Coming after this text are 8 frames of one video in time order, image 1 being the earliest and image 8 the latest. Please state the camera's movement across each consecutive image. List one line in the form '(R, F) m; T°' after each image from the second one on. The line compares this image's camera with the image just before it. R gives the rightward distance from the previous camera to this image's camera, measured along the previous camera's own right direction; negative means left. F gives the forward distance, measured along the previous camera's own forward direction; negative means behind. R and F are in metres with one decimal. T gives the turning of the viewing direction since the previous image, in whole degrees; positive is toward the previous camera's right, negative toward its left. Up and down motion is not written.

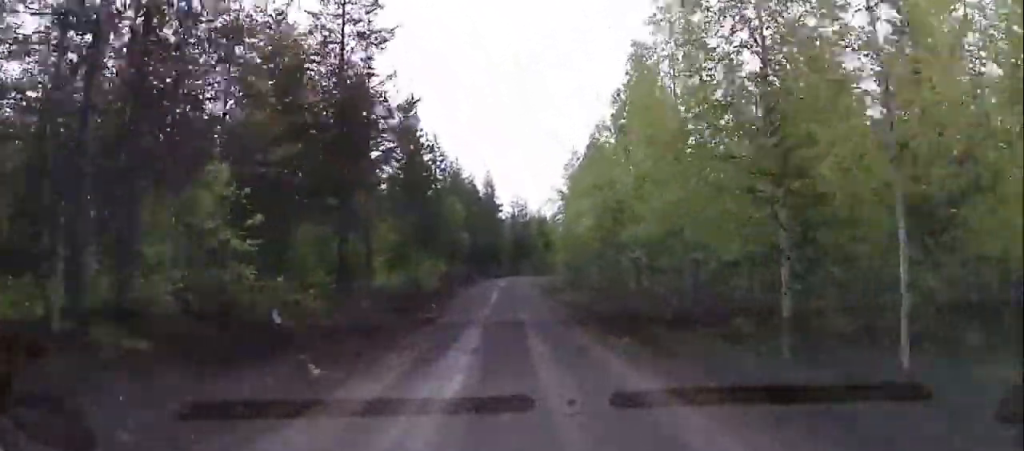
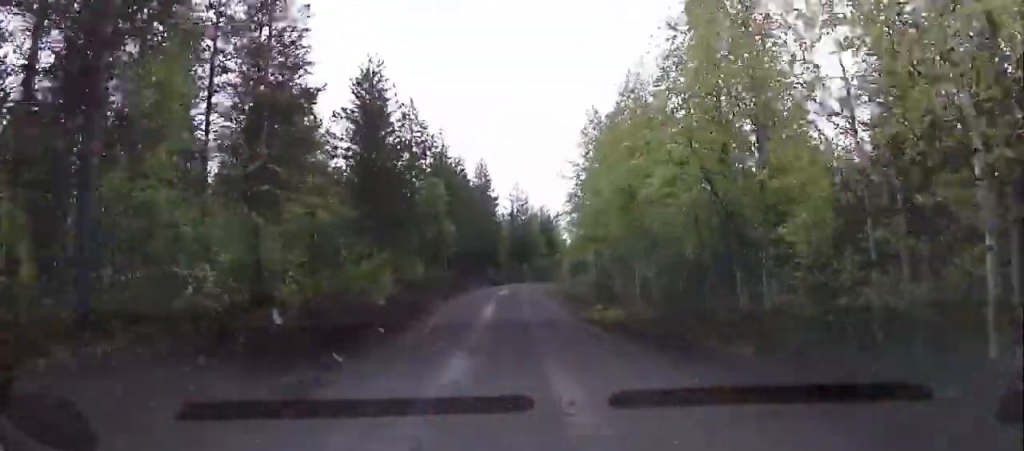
(-0.8, +16.8) m; -5°
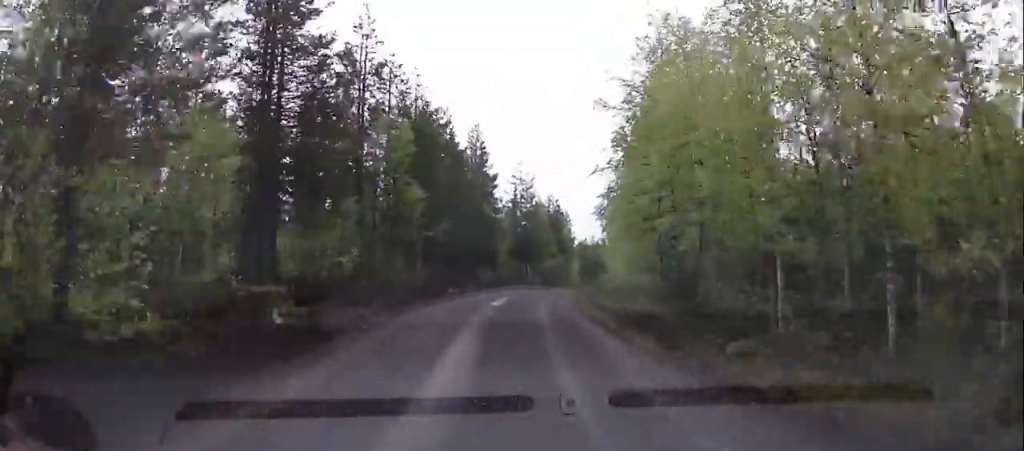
(-0.7, +17.2) m; +2°
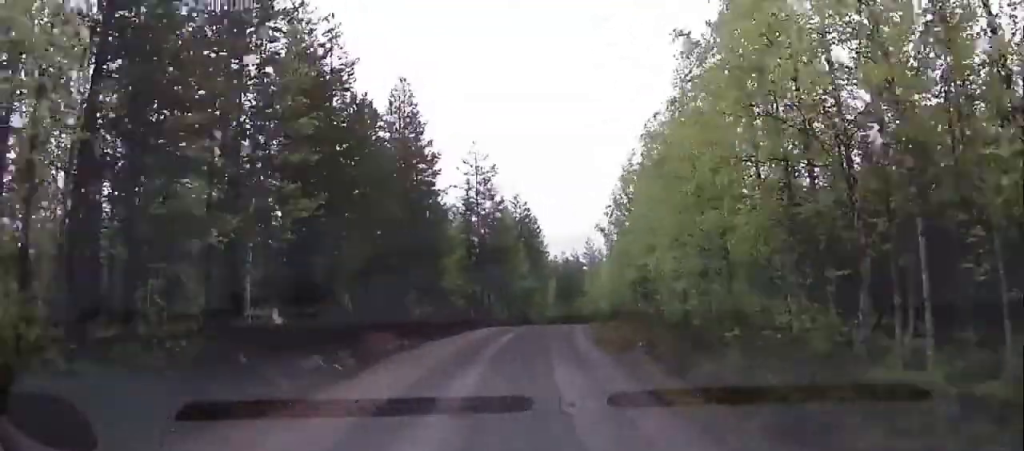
(+1.3, +20.3) m; +3°
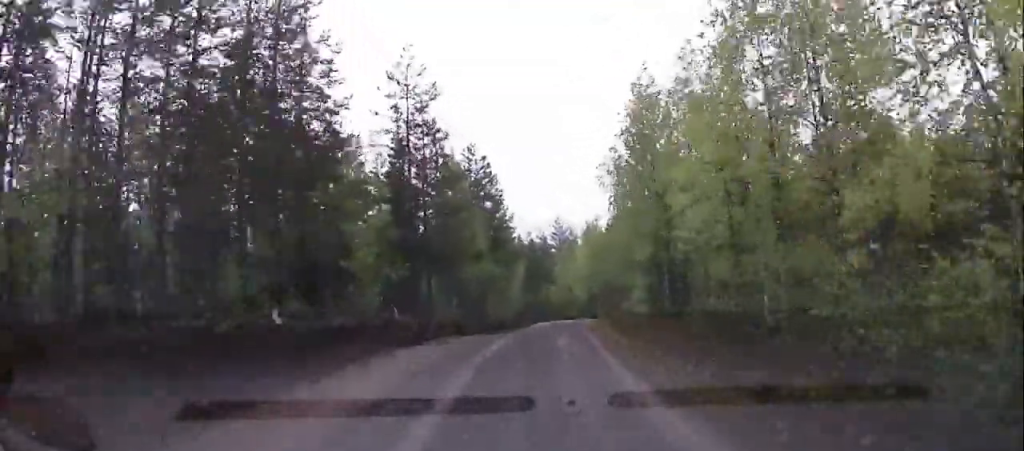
(0.0, +15.8) m; +2°
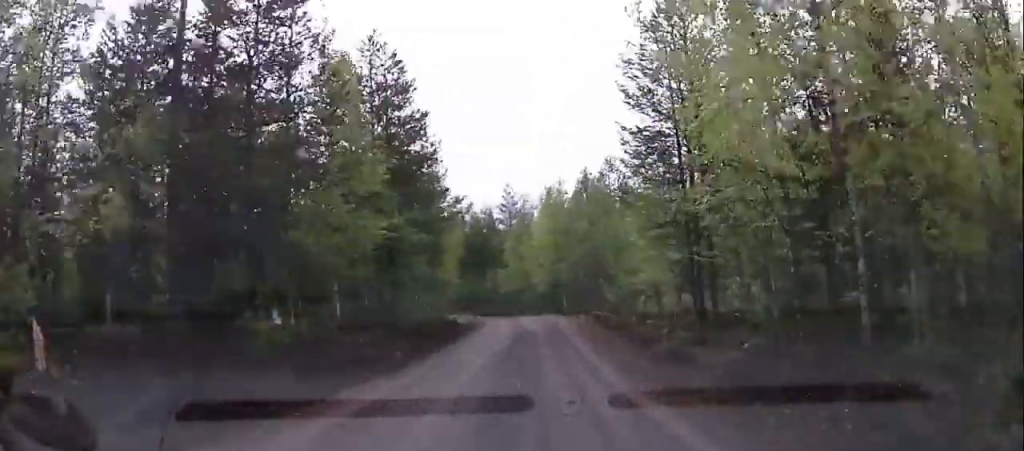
(+0.7, +17.3) m; +4°
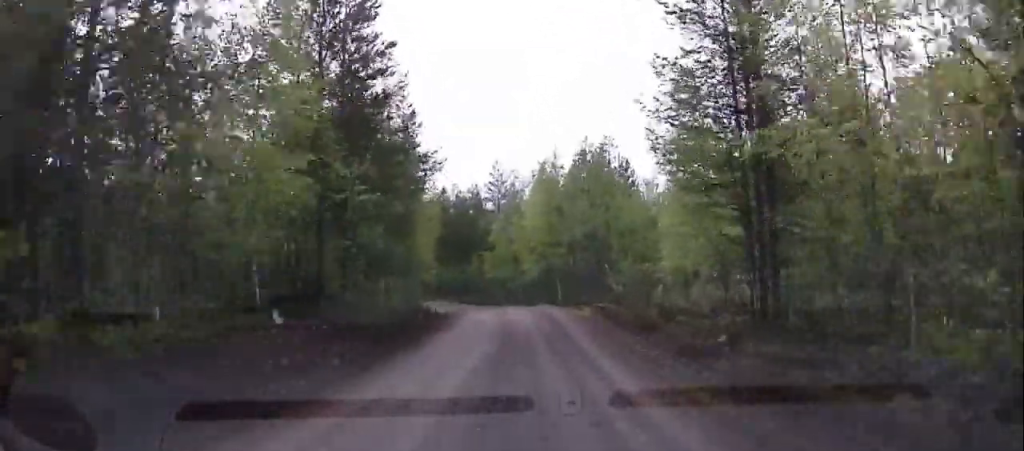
(+0.1, +6.3) m; 0°
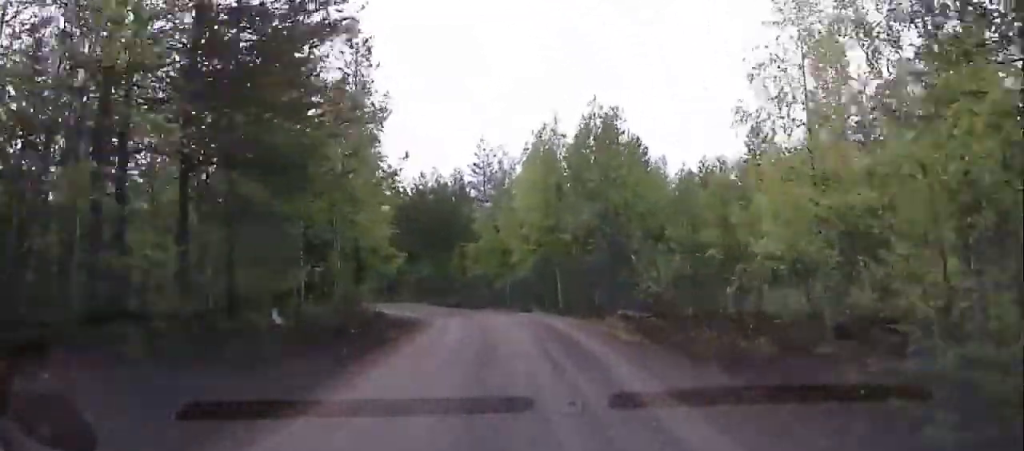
(+0.1, +9.9) m; +1°
